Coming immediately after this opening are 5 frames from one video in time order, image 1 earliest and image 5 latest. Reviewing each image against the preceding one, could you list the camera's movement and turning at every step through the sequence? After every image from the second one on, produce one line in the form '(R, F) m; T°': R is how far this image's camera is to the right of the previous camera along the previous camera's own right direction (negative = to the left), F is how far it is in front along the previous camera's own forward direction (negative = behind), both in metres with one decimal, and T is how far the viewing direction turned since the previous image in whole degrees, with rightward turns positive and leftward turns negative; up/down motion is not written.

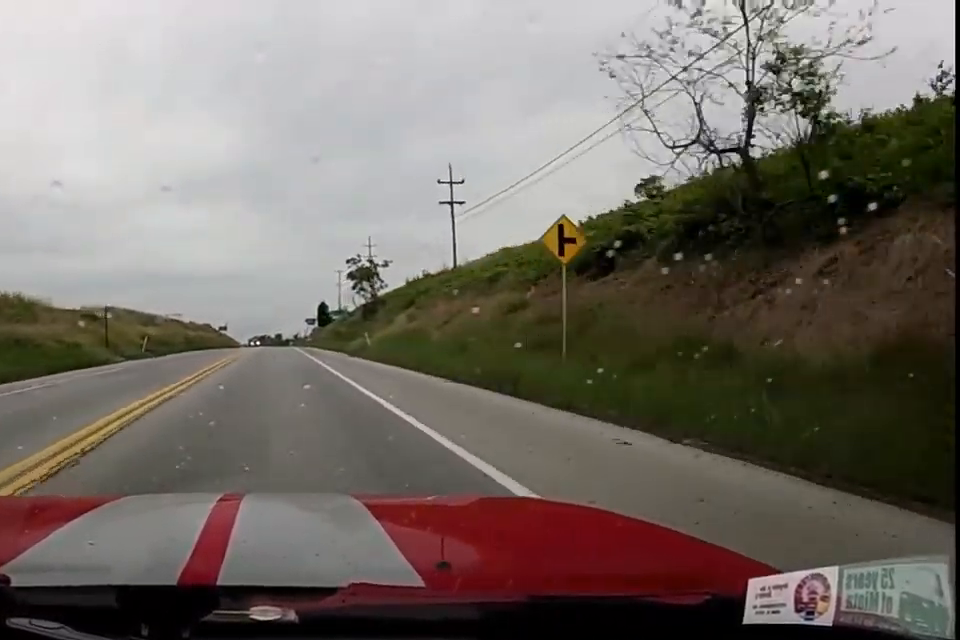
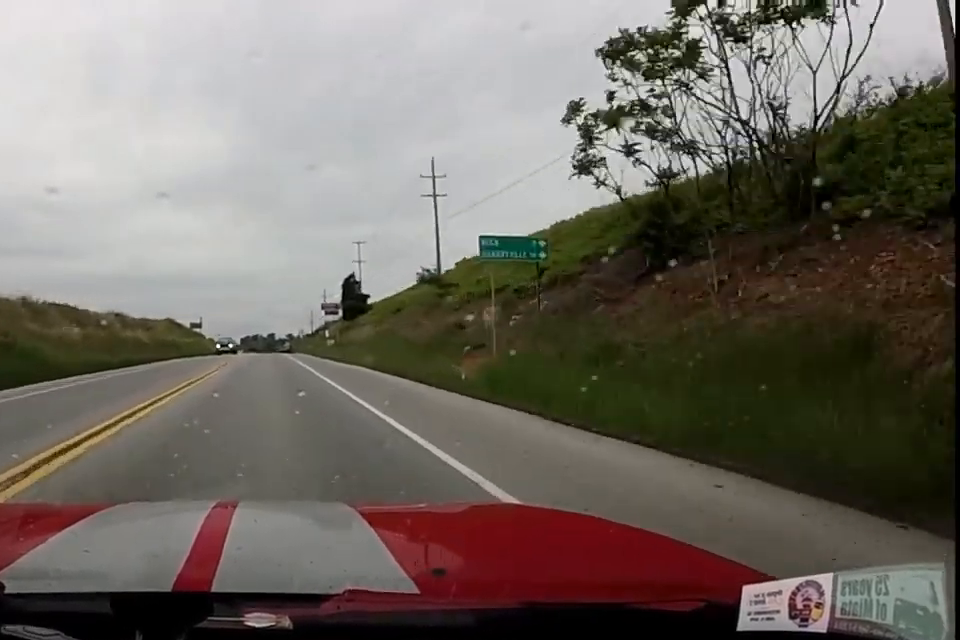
(+1.2, +41.9) m; +3°
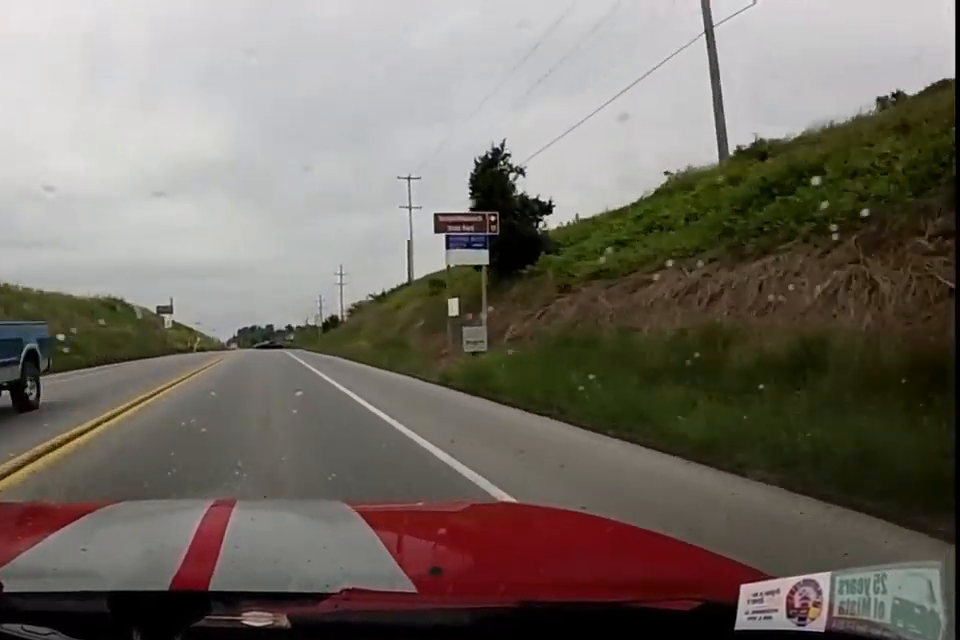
(-0.3, +31.6) m; -1°
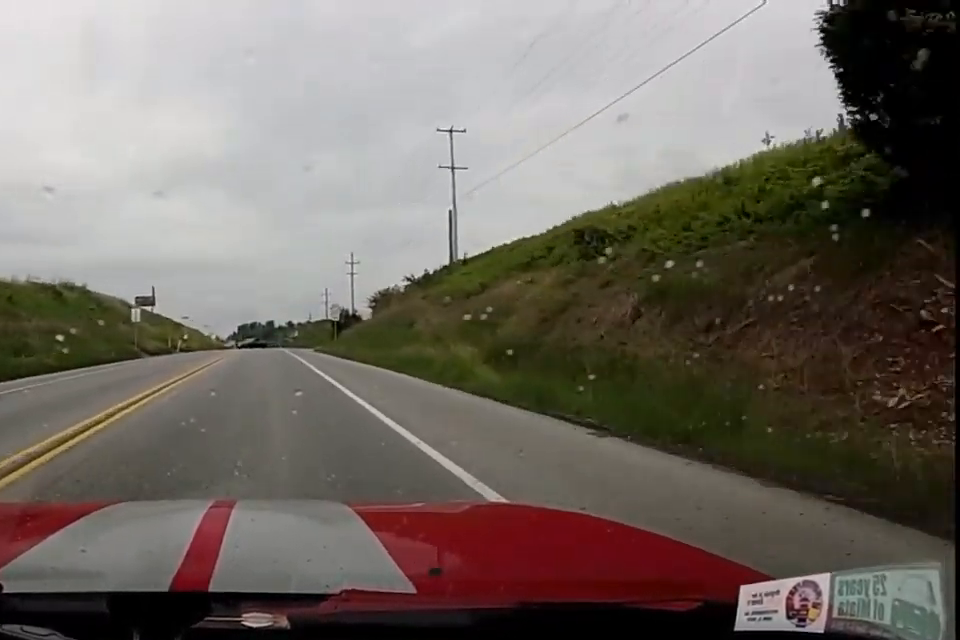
(0.0, +12.0) m; 0°
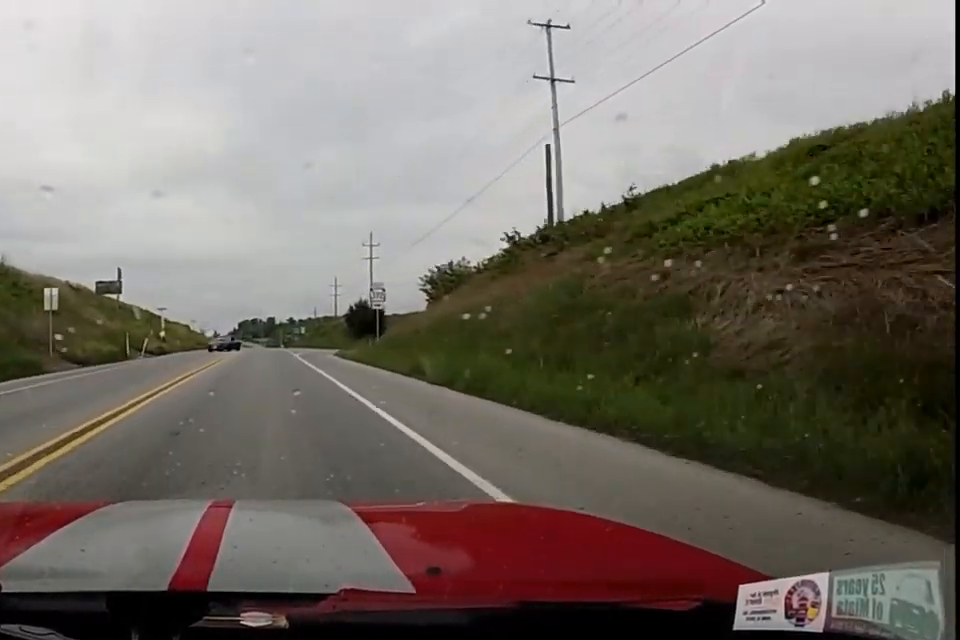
(0.0, +13.9) m; 0°
